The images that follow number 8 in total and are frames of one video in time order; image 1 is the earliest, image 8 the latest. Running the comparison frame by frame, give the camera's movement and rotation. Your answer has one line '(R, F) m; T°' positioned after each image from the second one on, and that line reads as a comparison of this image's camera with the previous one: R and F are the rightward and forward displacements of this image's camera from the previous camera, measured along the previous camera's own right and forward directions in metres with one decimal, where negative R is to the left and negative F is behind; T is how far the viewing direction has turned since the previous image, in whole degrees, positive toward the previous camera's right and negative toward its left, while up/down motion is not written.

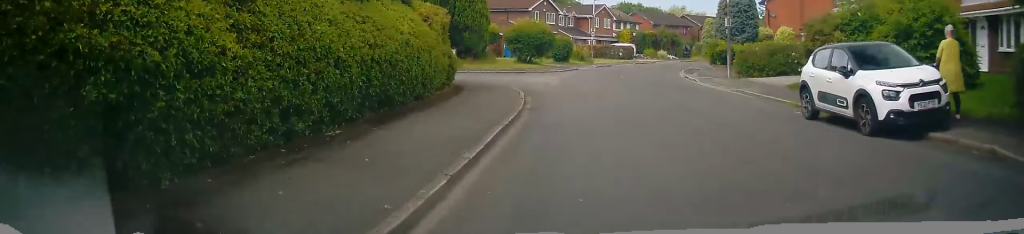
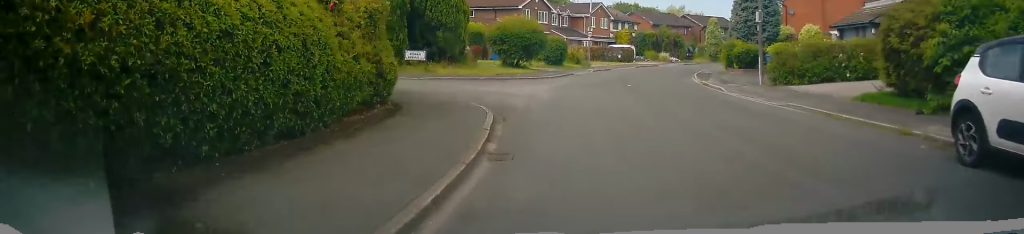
(+0.3, +5.6) m; 0°
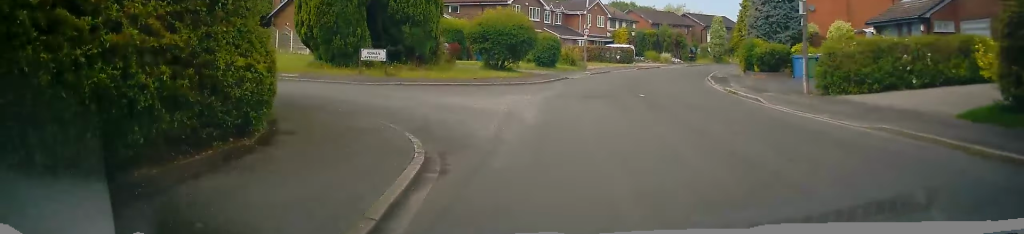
(-0.3, +5.1) m; 0°
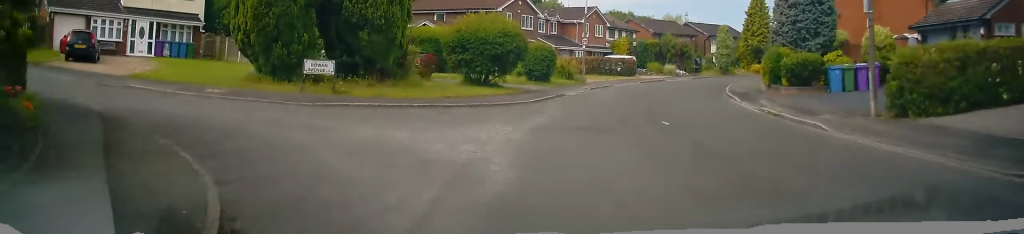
(0.0, +4.6) m; +1°
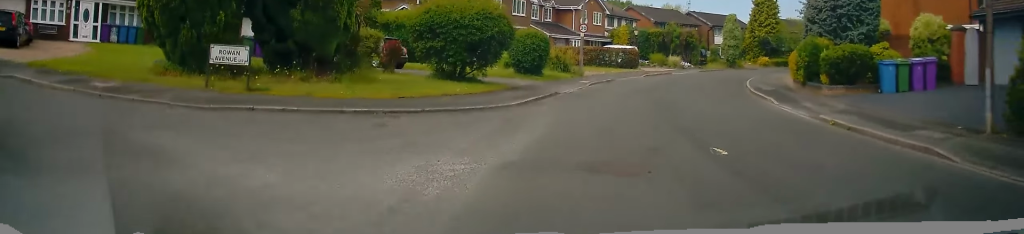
(+0.3, +4.8) m; +3°
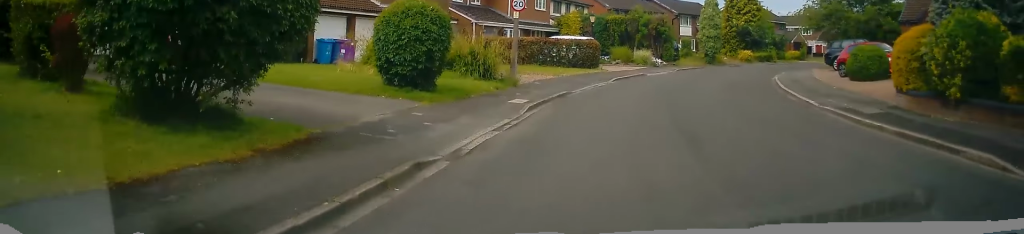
(-0.9, +12.6) m; -1°
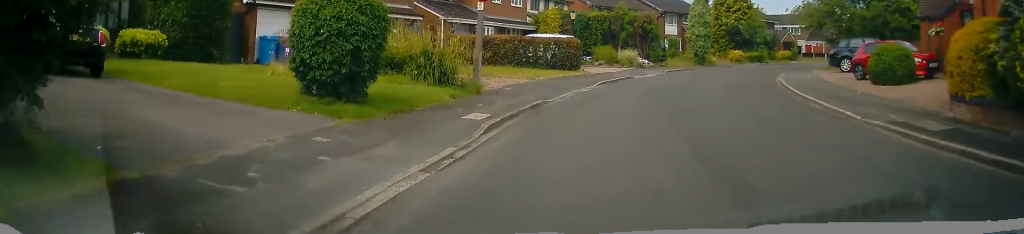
(+0.2, +3.4) m; +4°
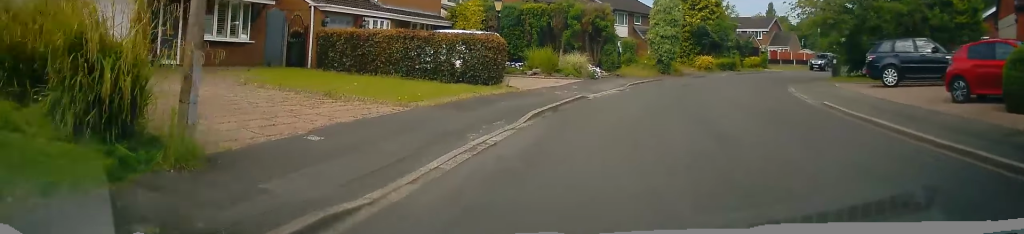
(+1.1, +10.0) m; +7°
